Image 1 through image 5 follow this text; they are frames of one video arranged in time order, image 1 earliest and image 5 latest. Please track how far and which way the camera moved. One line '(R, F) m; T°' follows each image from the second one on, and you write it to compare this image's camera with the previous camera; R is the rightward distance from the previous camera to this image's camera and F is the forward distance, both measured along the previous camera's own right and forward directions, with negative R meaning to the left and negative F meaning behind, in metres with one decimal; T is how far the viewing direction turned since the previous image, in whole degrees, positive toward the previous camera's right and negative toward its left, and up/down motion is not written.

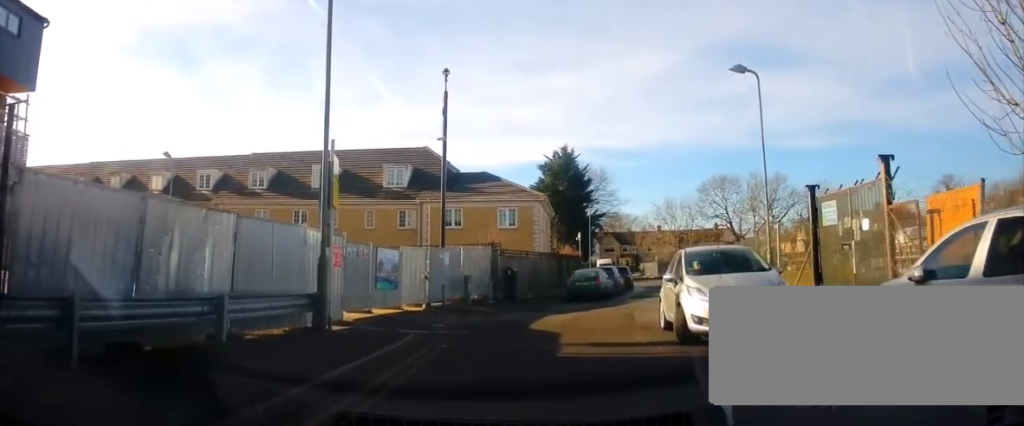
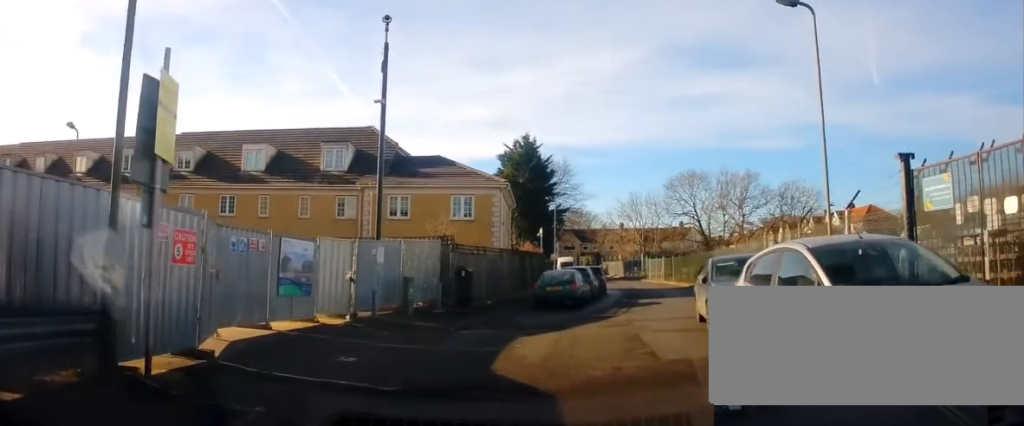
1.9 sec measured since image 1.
(-0.1, +4.5) m; +1°
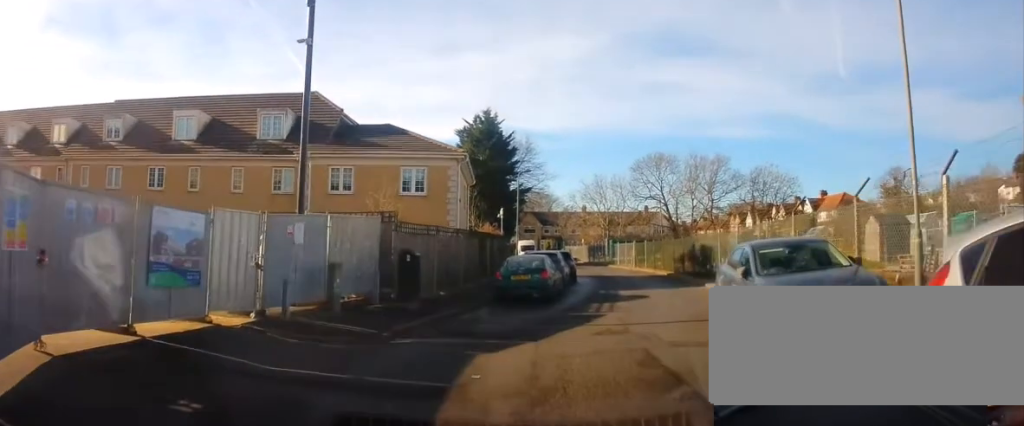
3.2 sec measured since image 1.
(0.0, +3.6) m; +2°
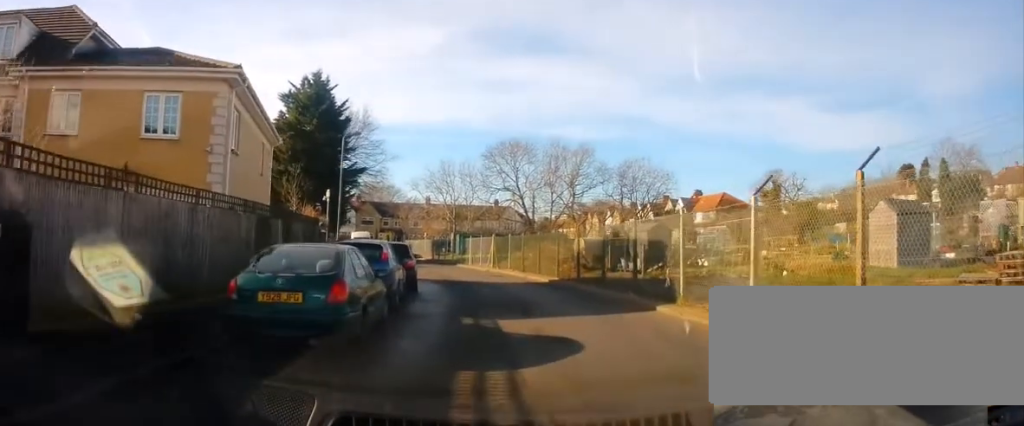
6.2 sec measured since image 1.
(+1.6, +9.4) m; +14°
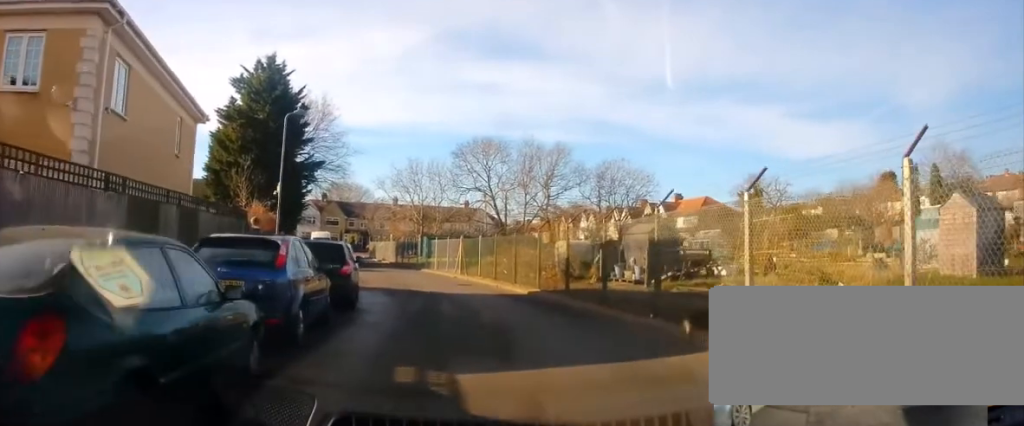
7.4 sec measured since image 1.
(+0.2, +4.4) m; +7°
